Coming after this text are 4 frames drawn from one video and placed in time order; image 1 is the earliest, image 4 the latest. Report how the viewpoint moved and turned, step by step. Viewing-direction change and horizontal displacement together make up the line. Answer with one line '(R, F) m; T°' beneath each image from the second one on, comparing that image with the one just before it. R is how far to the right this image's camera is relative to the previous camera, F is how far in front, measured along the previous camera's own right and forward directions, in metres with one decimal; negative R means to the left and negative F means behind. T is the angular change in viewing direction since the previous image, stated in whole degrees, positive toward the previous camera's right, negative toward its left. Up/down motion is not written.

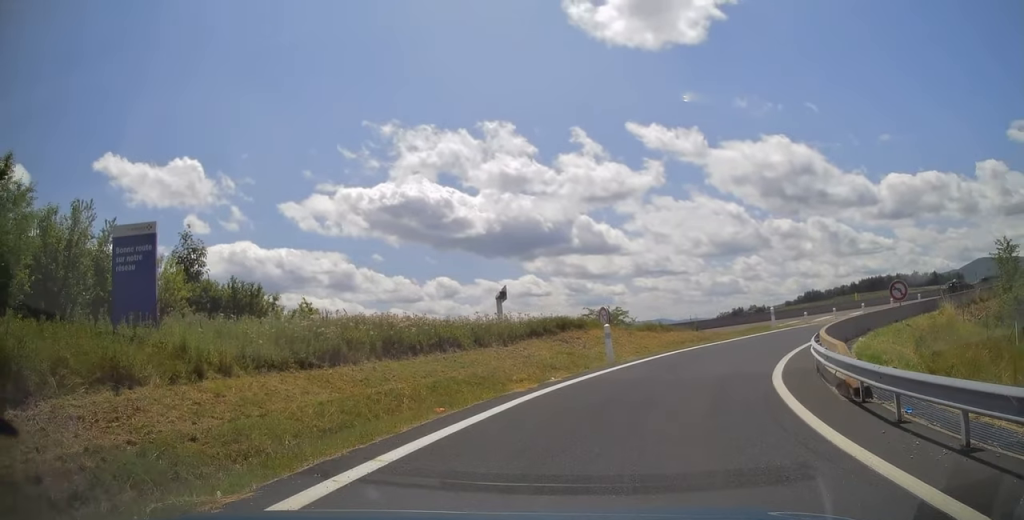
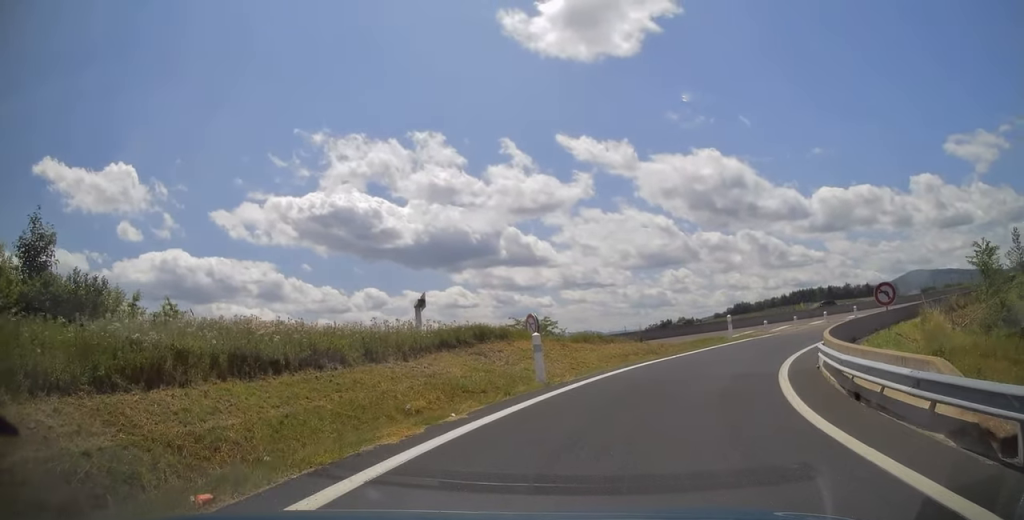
(+0.2, +5.5) m; +7°
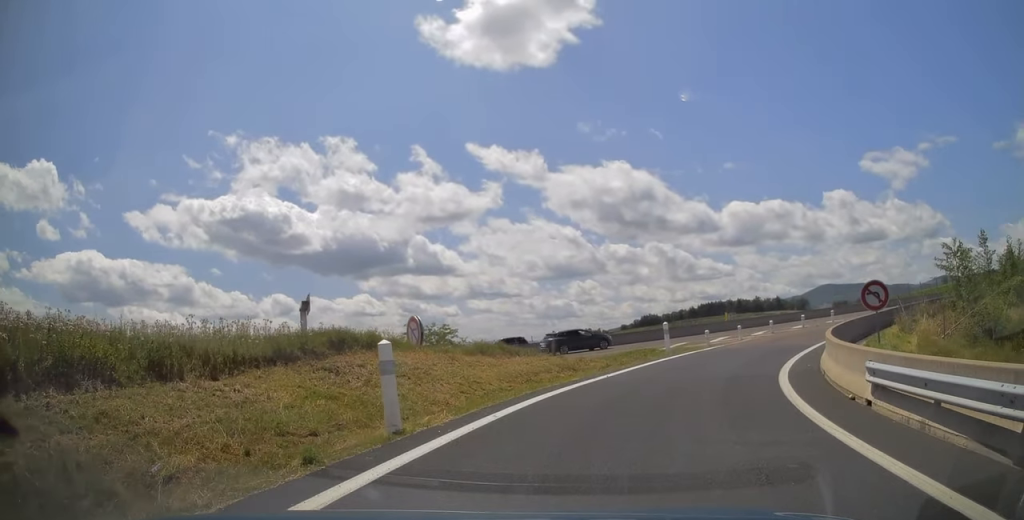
(+0.6, +6.5) m; +8°
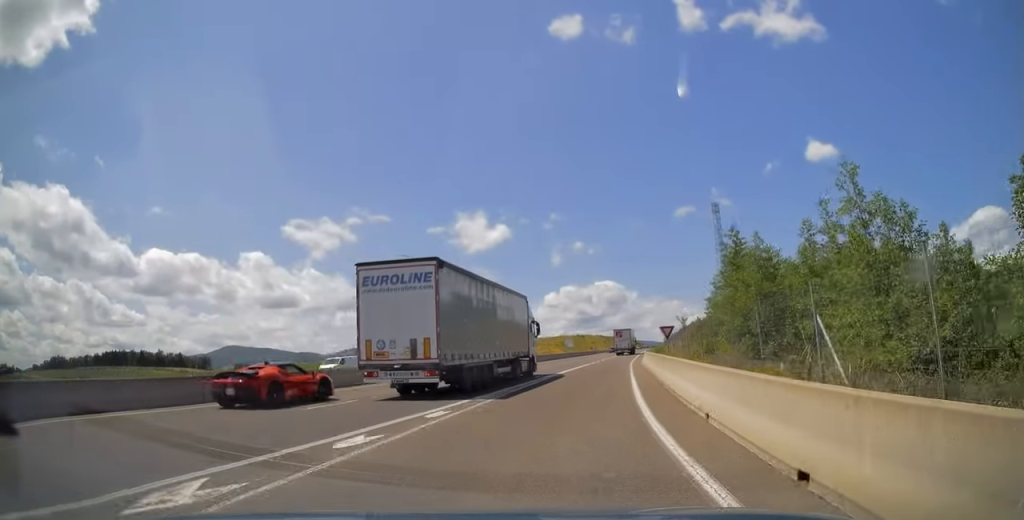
(+23.4, +37.2) m; +57°
